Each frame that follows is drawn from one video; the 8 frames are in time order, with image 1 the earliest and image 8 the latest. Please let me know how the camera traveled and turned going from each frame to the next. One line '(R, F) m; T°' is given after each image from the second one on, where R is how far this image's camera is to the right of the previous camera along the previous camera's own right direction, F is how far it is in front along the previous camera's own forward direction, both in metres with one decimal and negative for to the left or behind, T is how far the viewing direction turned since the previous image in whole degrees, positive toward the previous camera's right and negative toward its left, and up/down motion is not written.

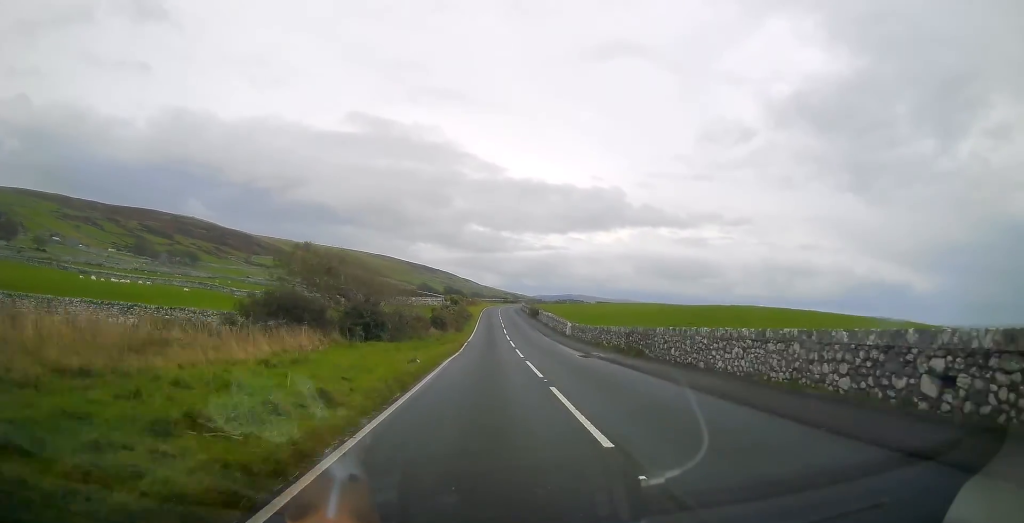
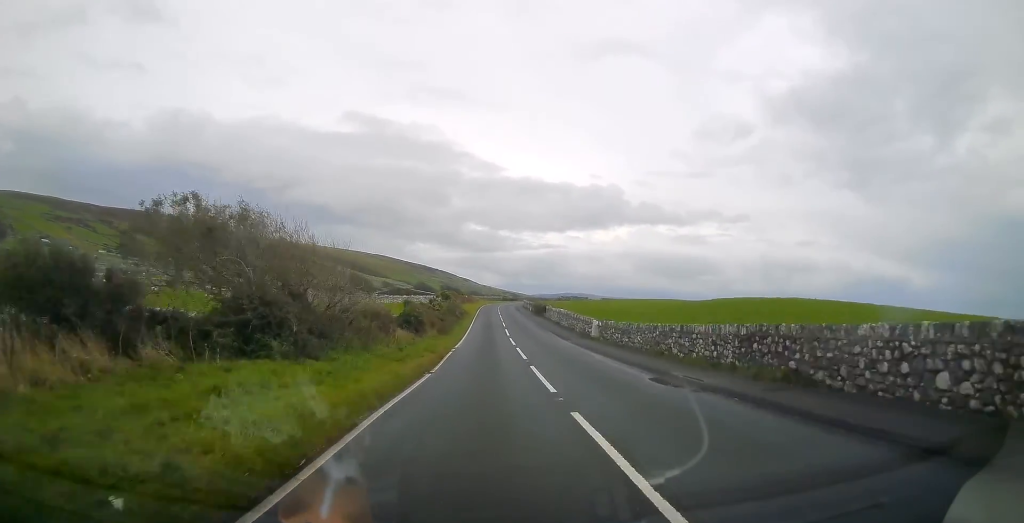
(0.0, +12.7) m; 0°
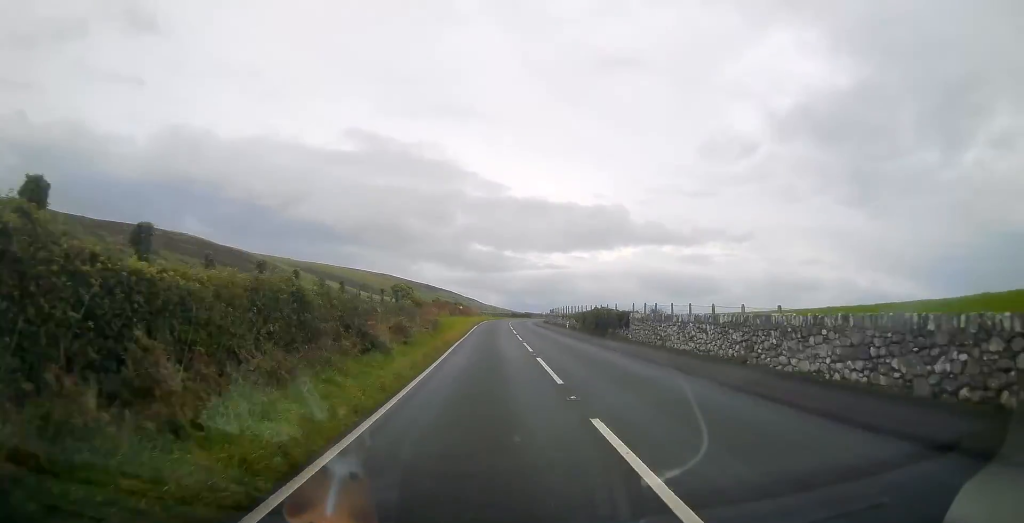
(-0.2, +38.8) m; 0°
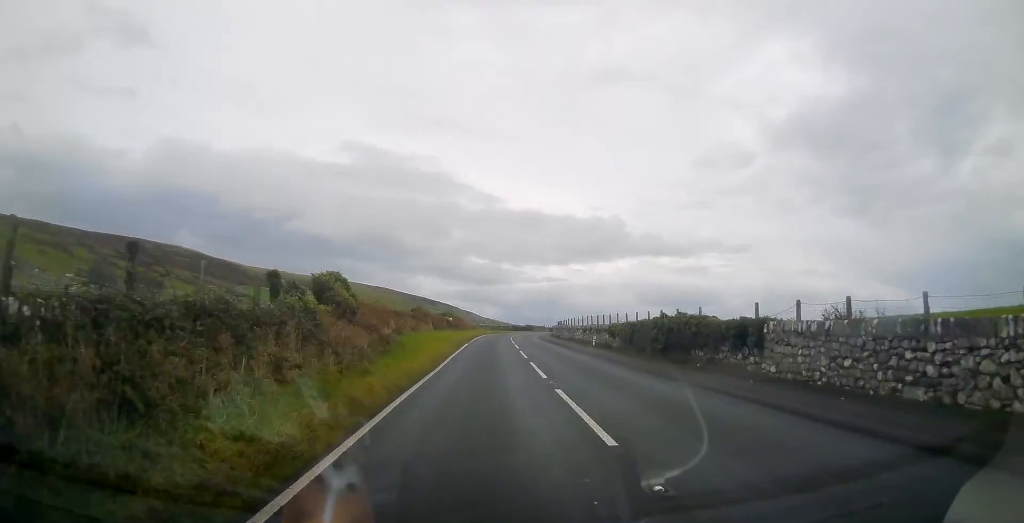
(+0.1, +14.9) m; 0°
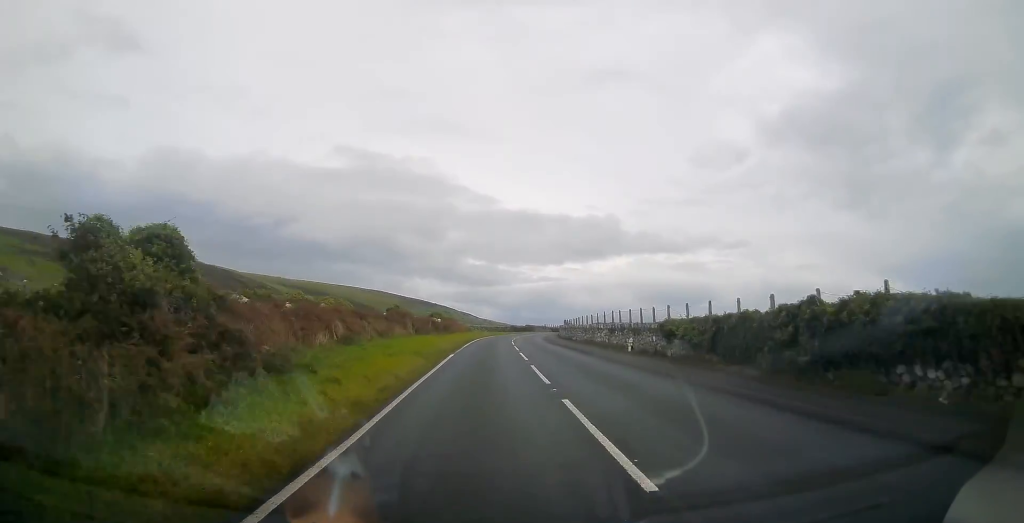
(+0.1, +10.7) m; 0°
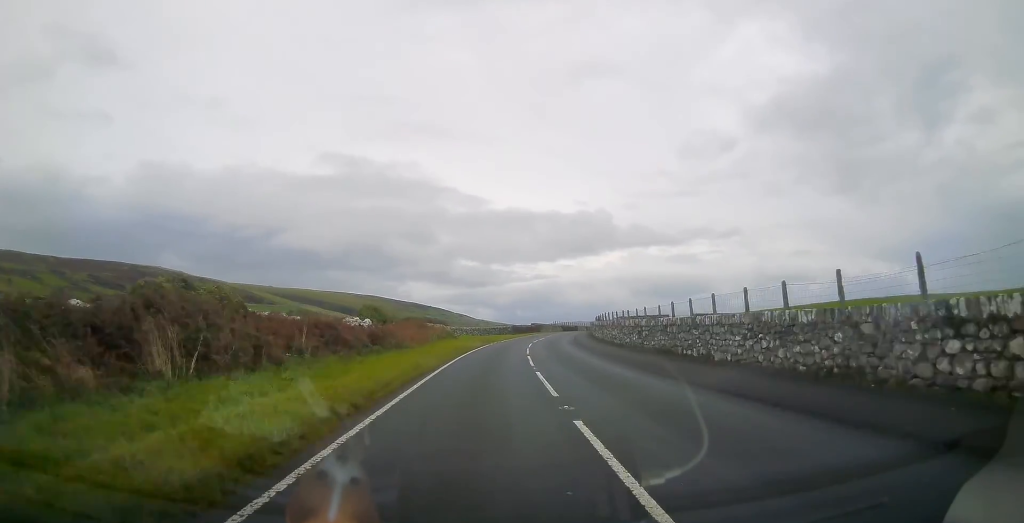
(+0.1, +28.6) m; +1°
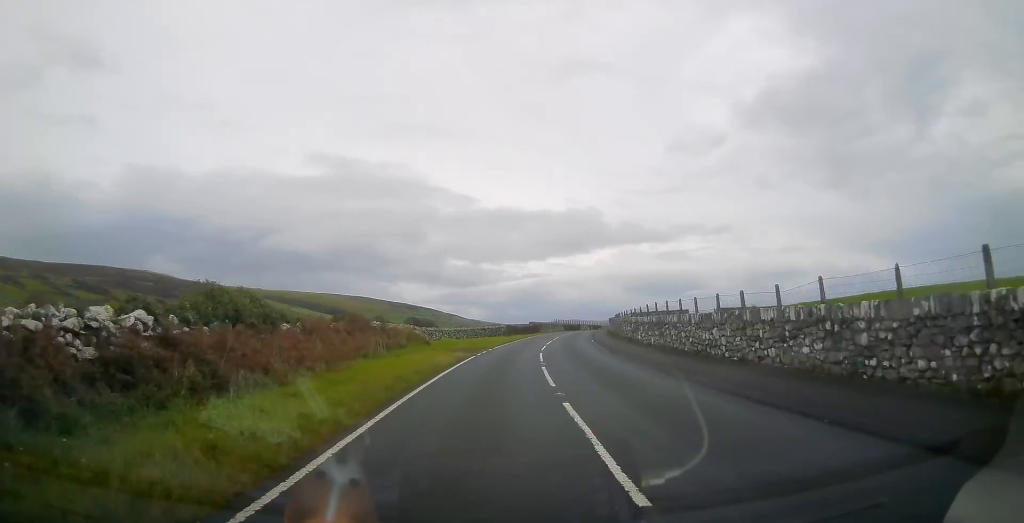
(+0.1, +15.5) m; +2°
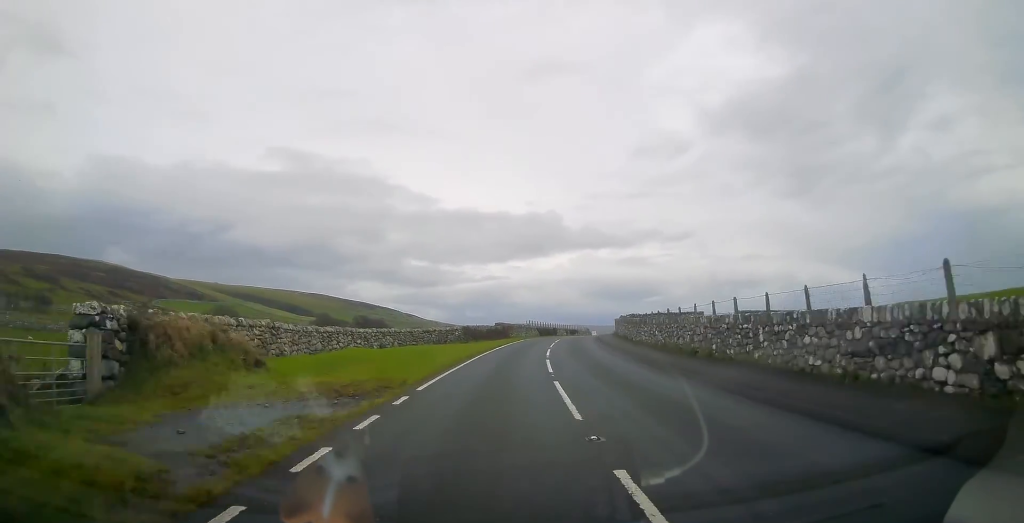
(+0.5, +22.4) m; +3°
